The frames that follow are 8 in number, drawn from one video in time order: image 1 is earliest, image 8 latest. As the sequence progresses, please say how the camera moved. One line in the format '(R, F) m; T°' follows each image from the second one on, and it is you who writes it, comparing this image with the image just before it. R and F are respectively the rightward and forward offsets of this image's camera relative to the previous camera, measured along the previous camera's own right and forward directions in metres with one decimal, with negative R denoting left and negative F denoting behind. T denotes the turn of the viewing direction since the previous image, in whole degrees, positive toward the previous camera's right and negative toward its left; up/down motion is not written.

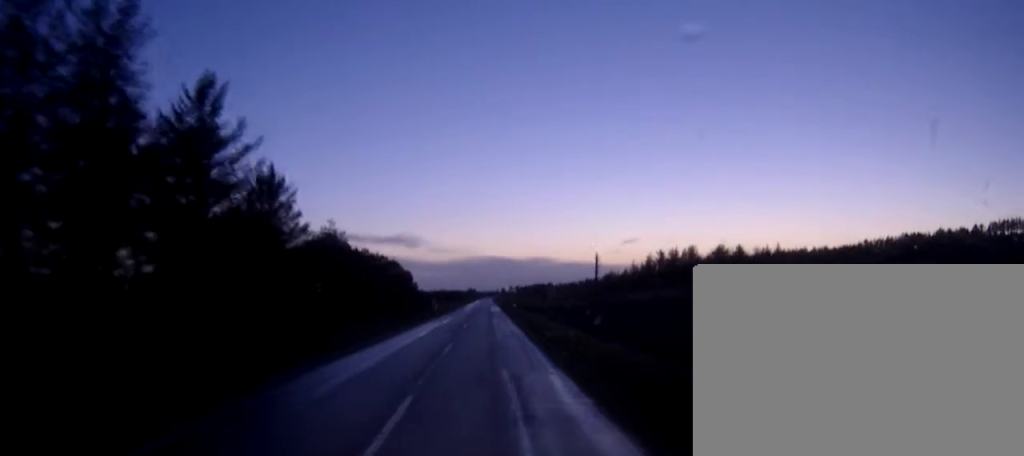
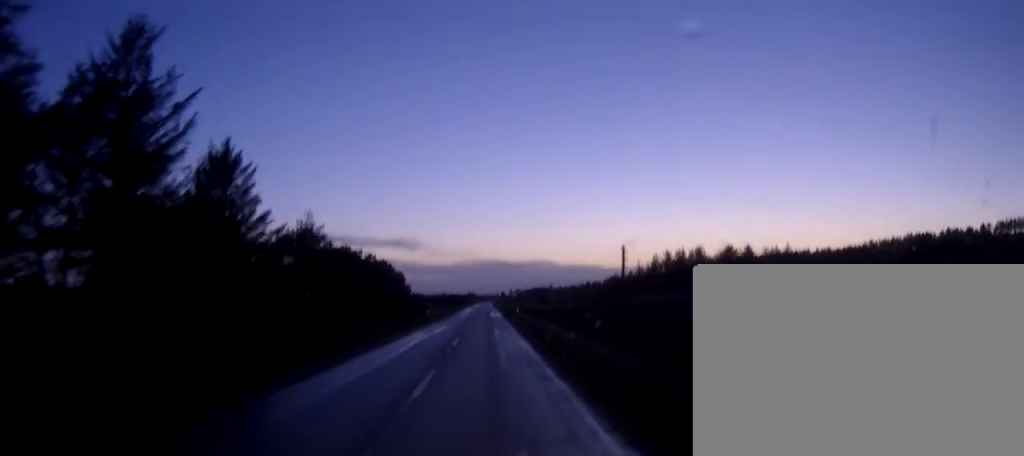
(0.0, +8.4) m; 0°
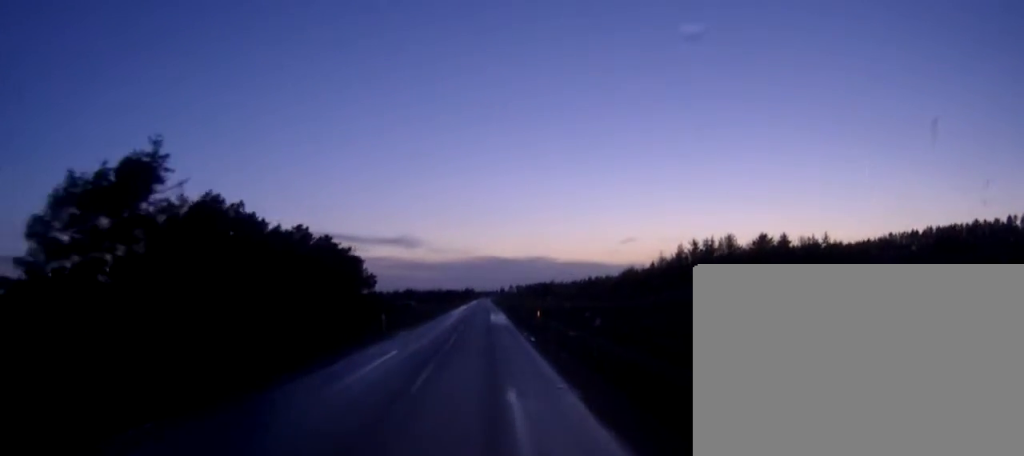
(0.0, +29.7) m; 0°
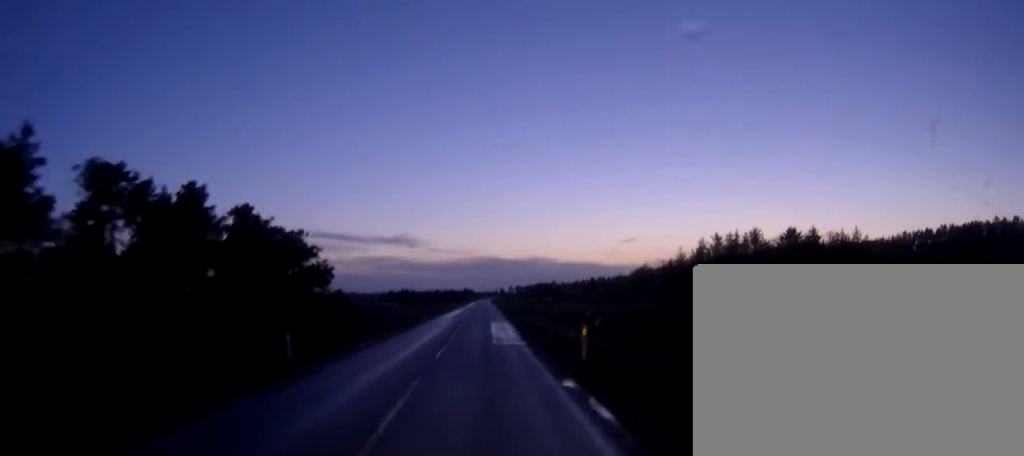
(0.0, +19.2) m; 0°
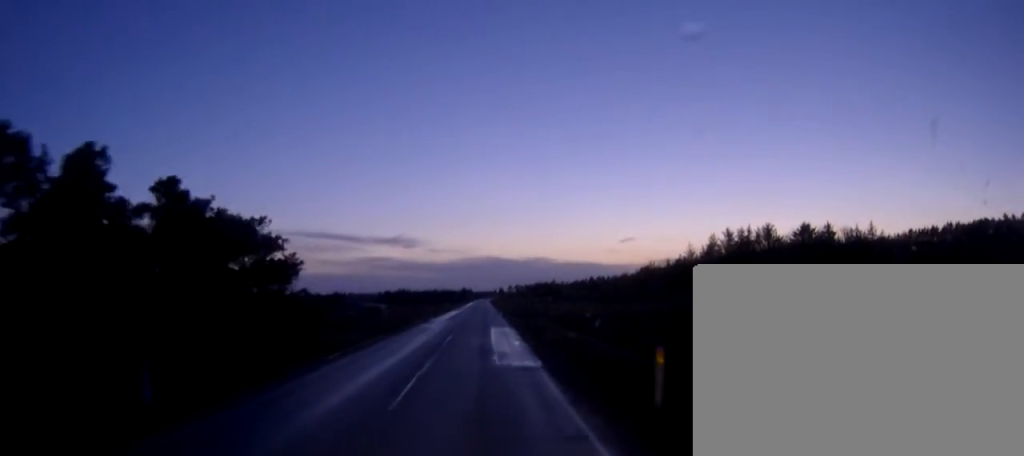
(0.0, +9.3) m; 0°
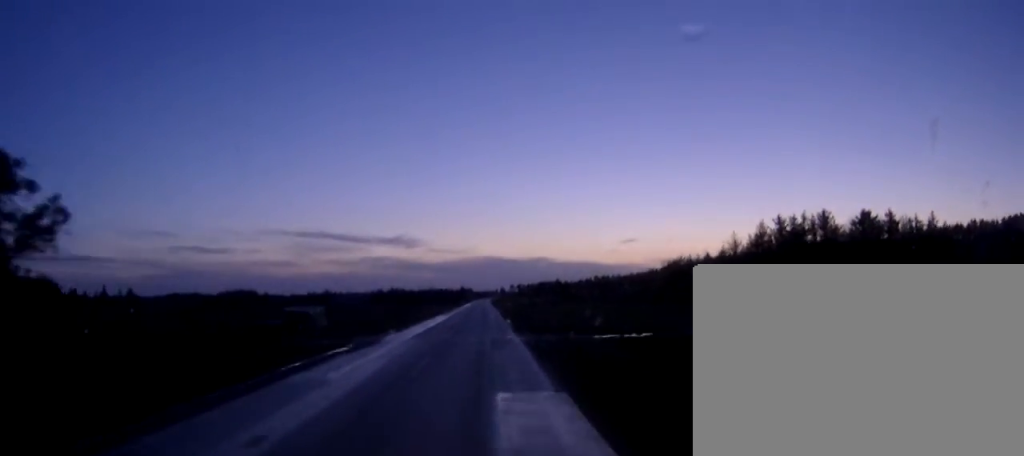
(-0.1, +29.1) m; 0°
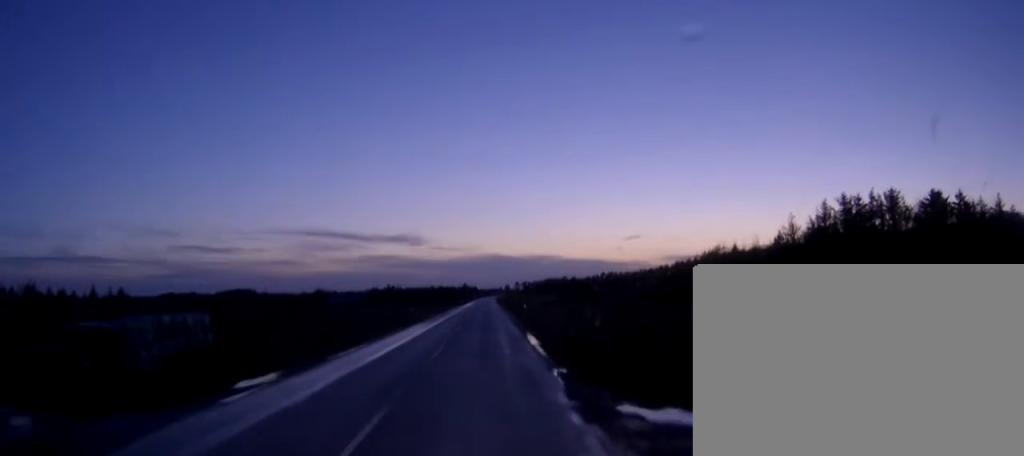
(0.0, +24.7) m; 0°
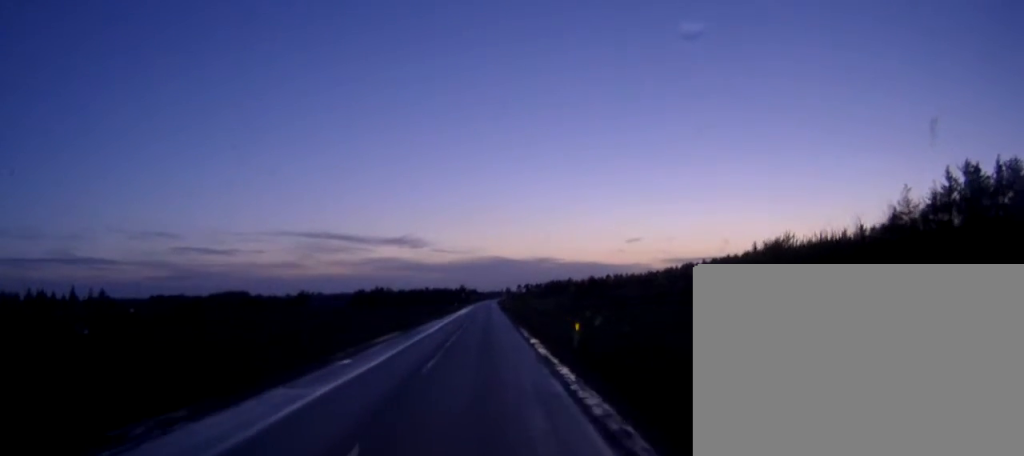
(0.0, +33.5) m; 0°
